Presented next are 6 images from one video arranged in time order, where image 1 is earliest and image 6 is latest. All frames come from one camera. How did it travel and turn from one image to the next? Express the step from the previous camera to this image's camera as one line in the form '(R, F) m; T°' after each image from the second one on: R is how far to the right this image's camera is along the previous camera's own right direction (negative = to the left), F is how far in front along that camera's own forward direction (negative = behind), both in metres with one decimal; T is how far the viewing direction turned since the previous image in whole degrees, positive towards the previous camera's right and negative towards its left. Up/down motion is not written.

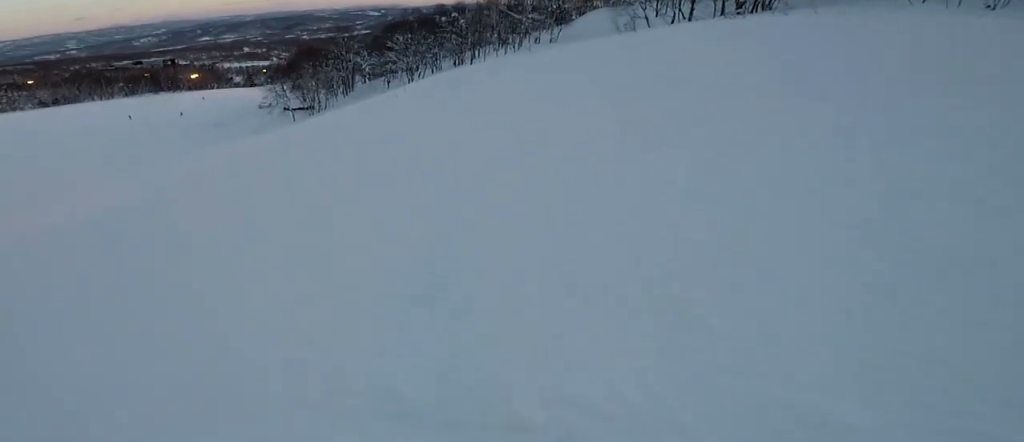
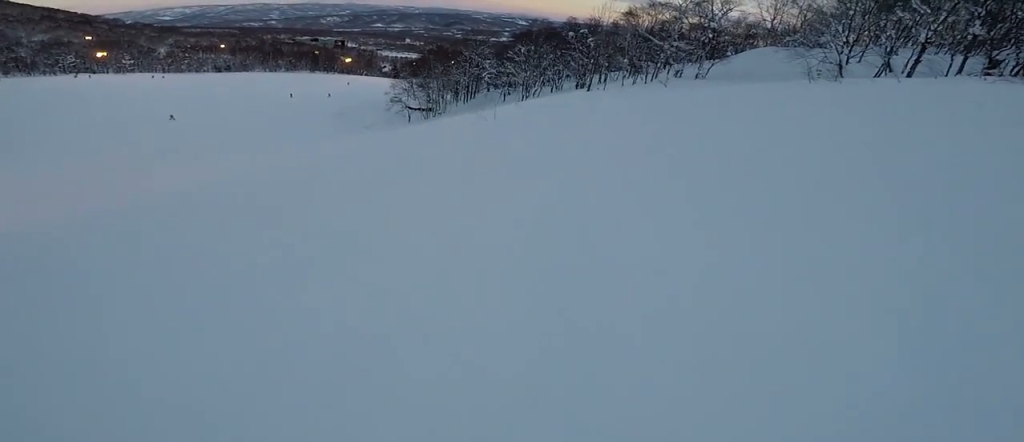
(0.0, +12.0) m; -30°
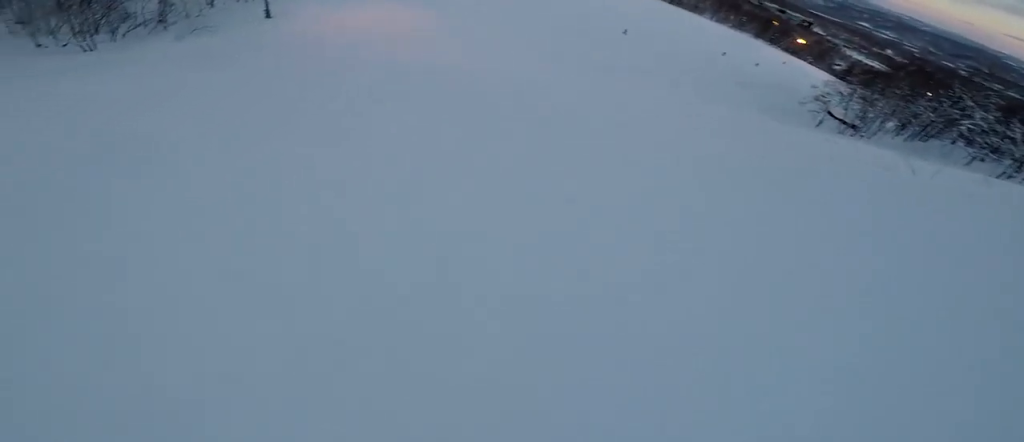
(-4.4, +6.2) m; -58°
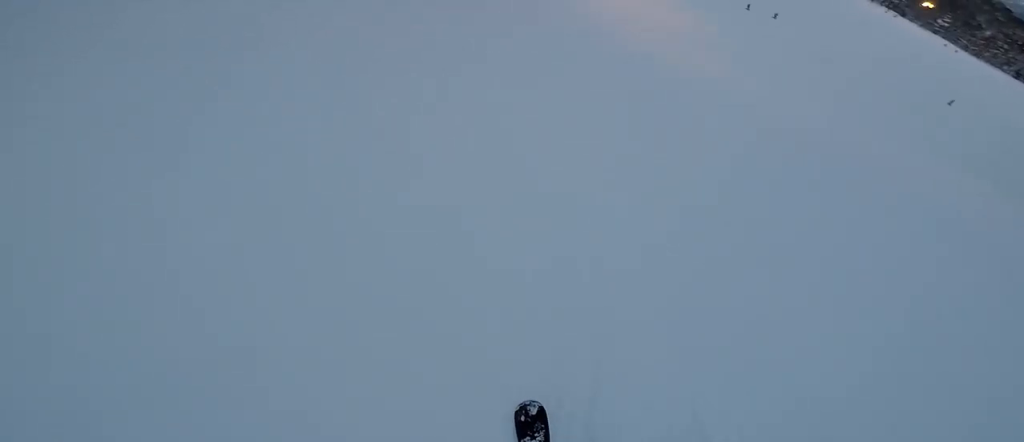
(-1.2, +5.6) m; -14°
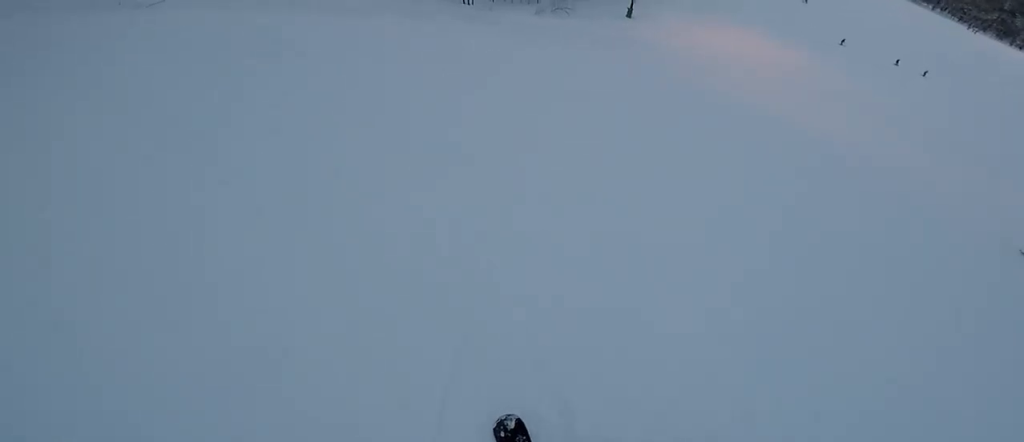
(-0.3, +4.4) m; 0°
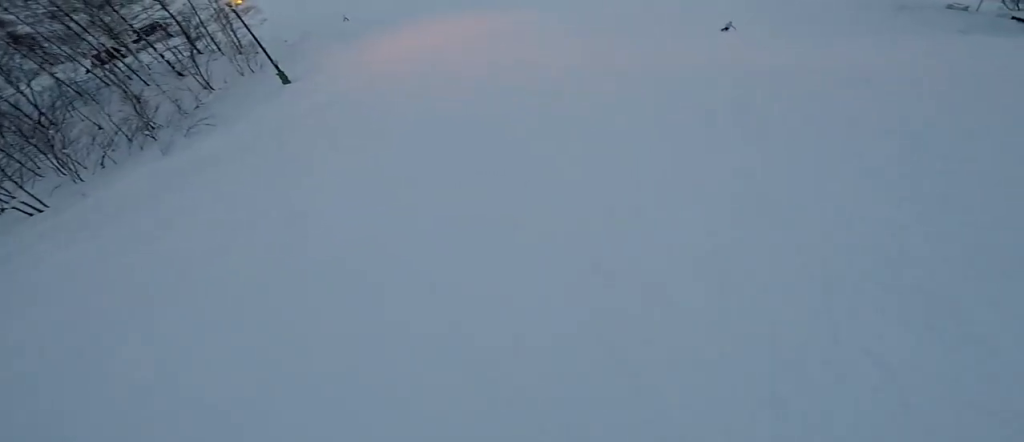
(+4.7, +11.6) m; +52°
